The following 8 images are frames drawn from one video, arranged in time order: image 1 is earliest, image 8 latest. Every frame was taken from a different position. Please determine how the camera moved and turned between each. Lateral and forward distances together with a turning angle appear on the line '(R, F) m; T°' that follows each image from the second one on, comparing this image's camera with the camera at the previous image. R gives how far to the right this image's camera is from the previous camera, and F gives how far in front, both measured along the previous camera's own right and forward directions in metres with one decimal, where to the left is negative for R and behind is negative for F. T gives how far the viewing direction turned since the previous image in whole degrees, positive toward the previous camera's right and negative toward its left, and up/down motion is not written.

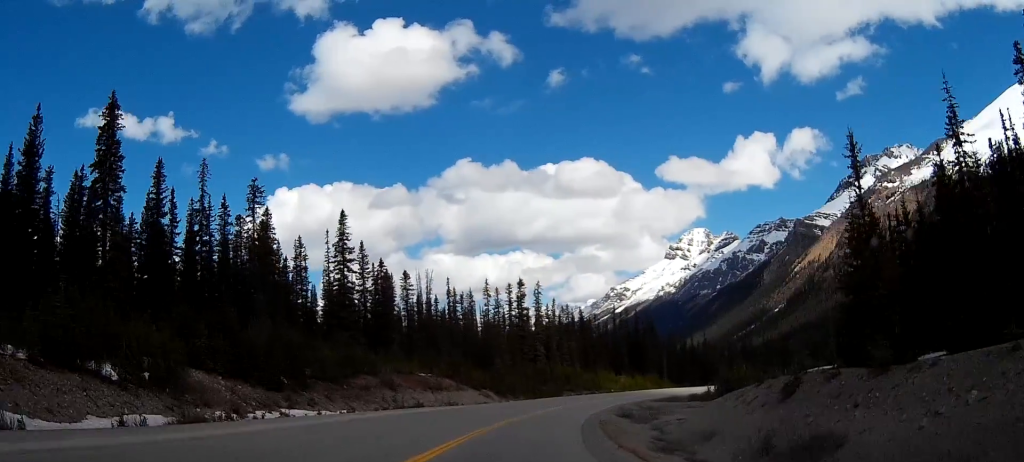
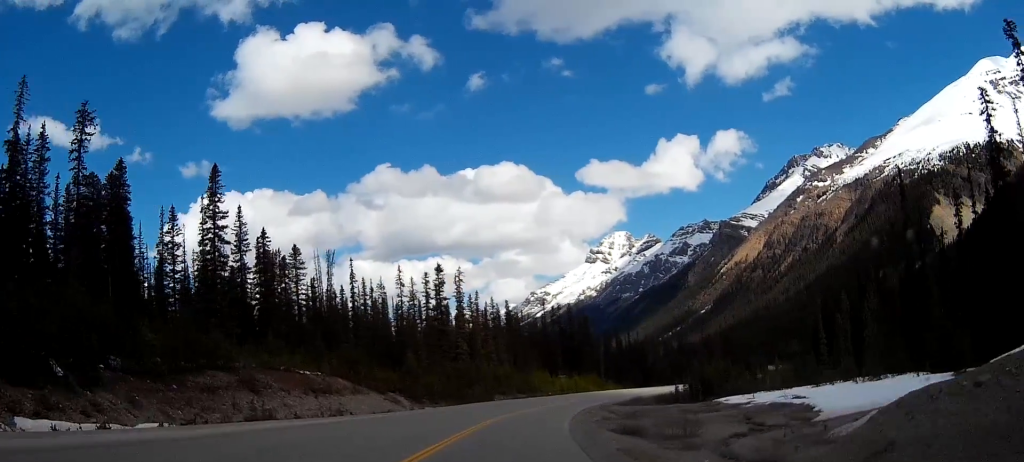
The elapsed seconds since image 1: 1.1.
(+1.0, +25.1) m; +5°
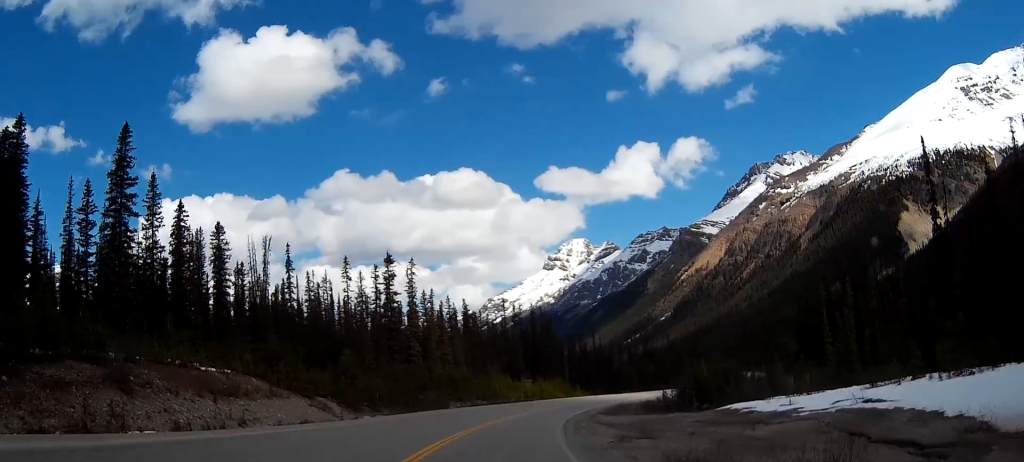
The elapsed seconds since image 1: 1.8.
(+0.5, +15.2) m; +3°
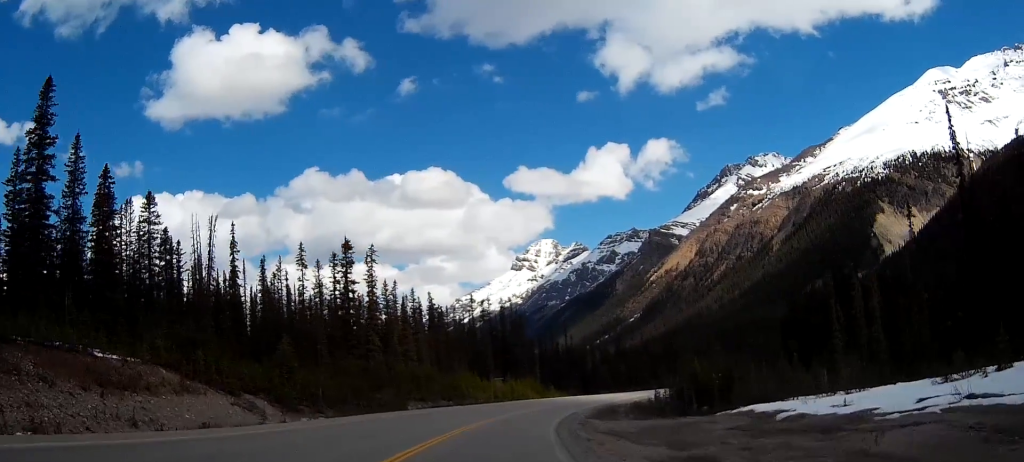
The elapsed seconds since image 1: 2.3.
(+0.1, +11.4) m; +2°
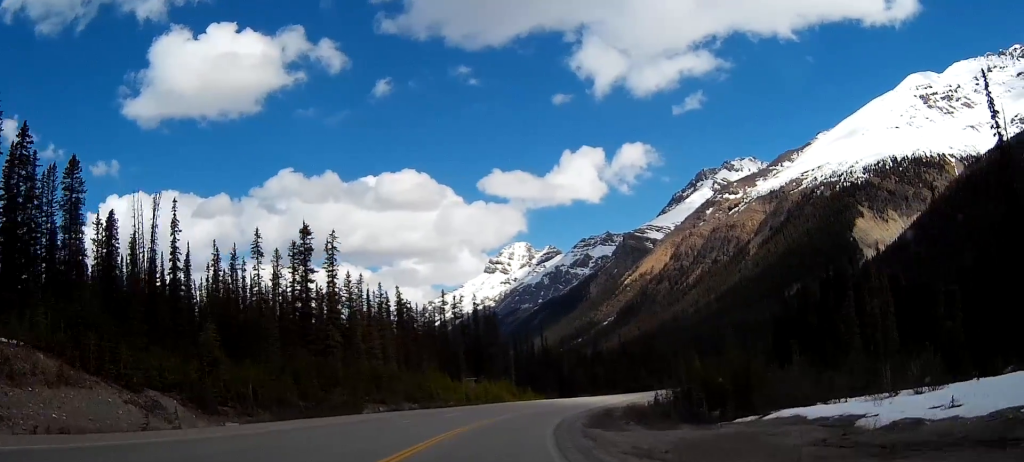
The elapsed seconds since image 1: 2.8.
(+0.3, +11.4) m; +2°
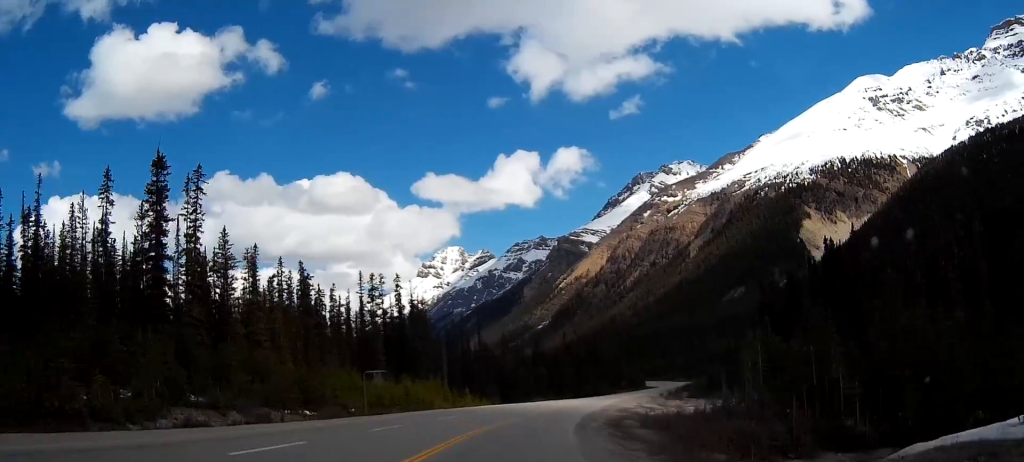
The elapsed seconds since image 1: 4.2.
(+1.4, +32.8) m; +5°
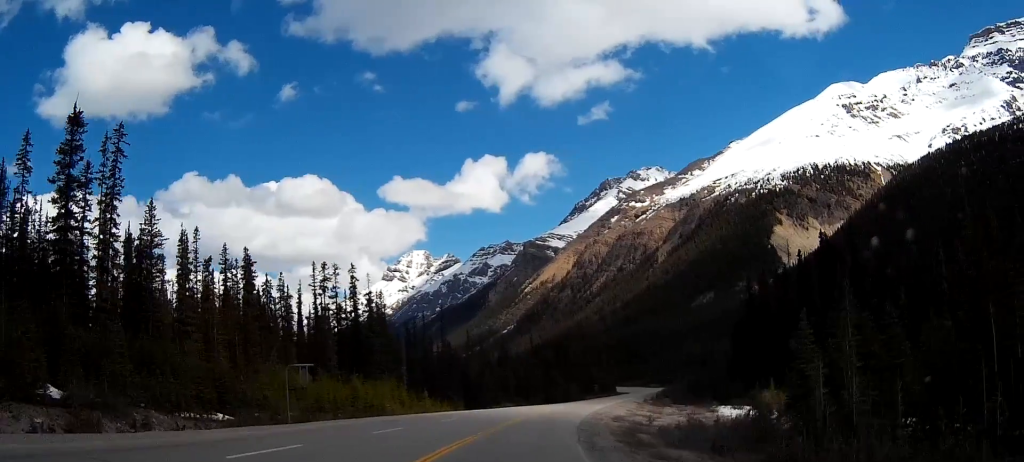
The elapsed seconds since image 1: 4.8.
(+0.3, +13.0) m; +2°
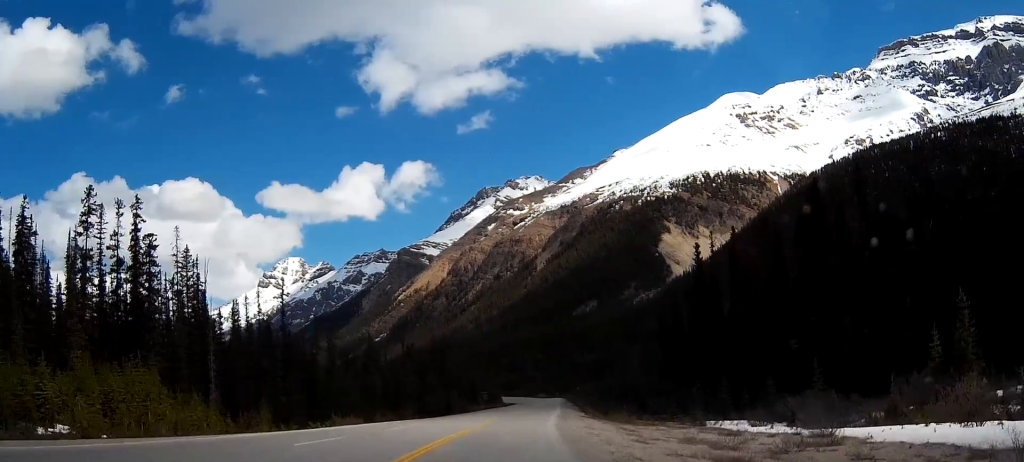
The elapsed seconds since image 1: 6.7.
(+4.0, +44.3) m; +11°
